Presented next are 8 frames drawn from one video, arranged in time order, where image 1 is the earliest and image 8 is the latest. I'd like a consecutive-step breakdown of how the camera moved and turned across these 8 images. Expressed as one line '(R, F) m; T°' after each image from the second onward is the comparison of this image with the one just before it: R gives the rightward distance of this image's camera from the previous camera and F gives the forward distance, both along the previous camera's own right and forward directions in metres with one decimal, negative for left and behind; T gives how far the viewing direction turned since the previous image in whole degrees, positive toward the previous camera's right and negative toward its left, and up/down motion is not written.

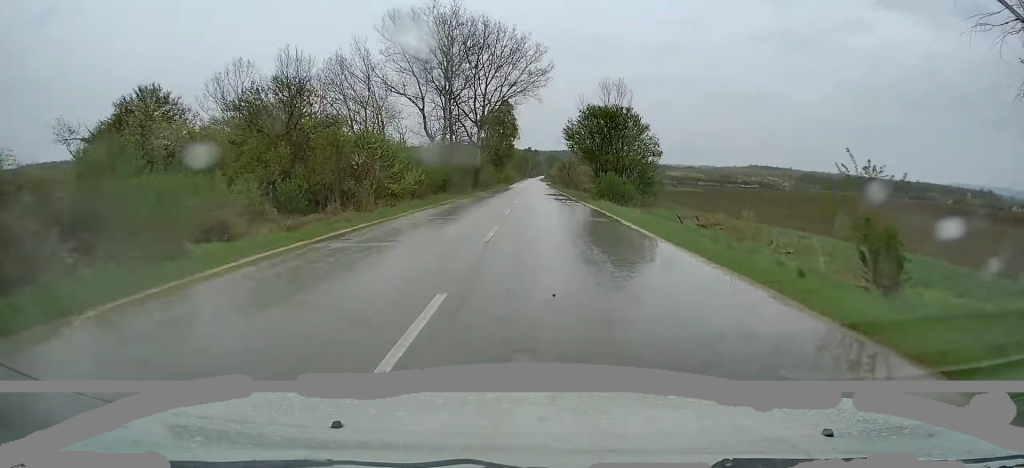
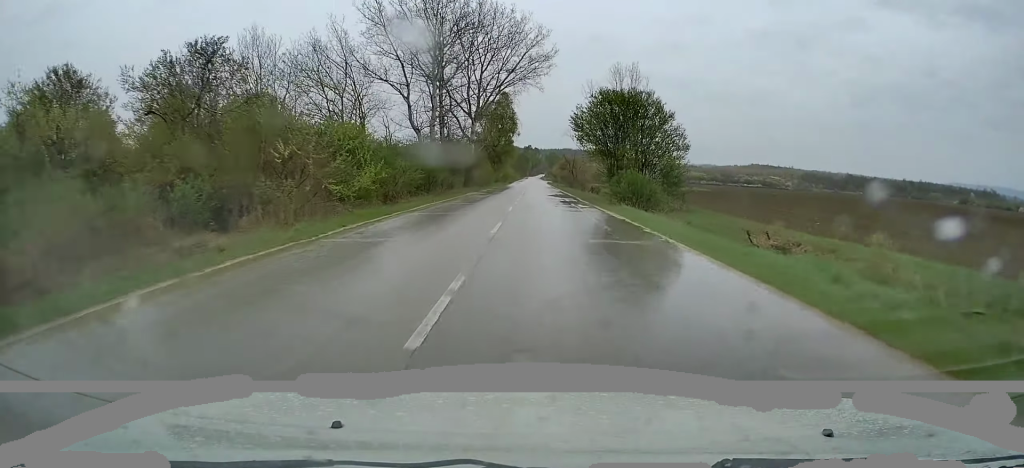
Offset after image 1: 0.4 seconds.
(0.0, +7.9) m; +1°
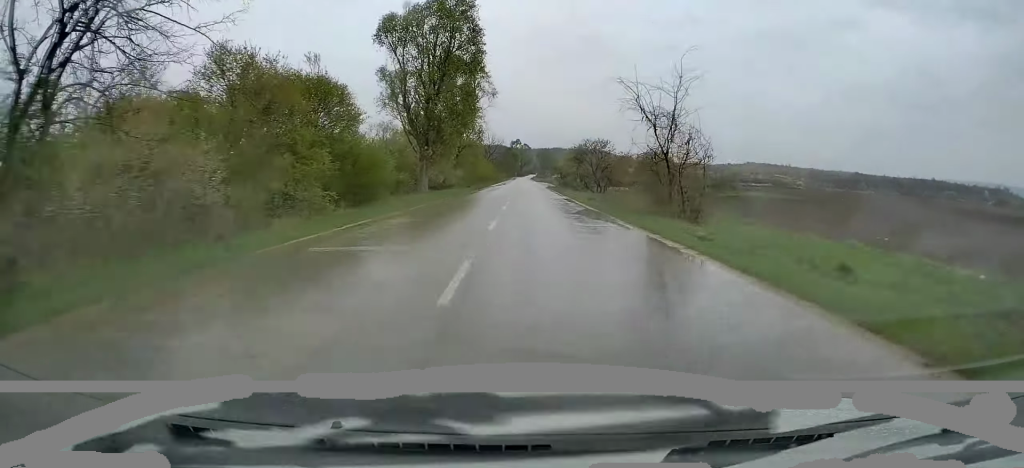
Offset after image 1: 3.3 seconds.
(+0.3, +60.8) m; +1°
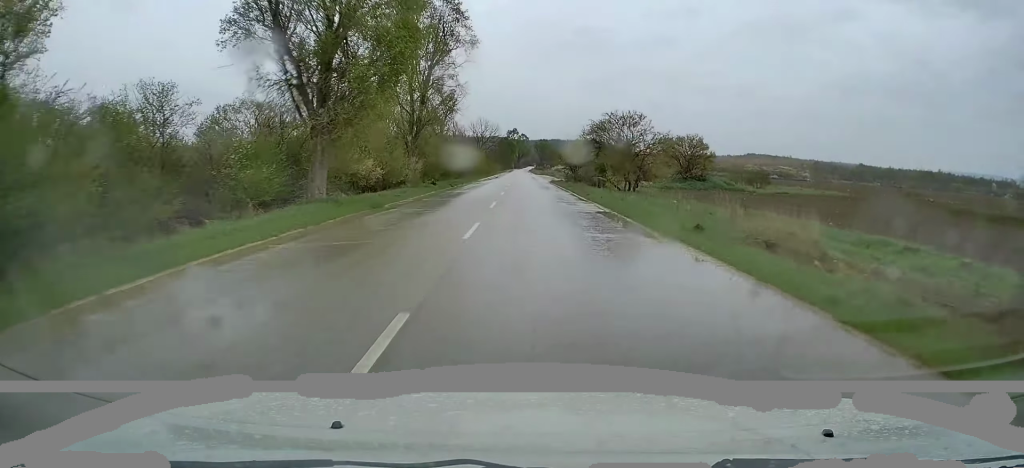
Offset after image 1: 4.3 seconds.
(-0.1, +21.6) m; 0°
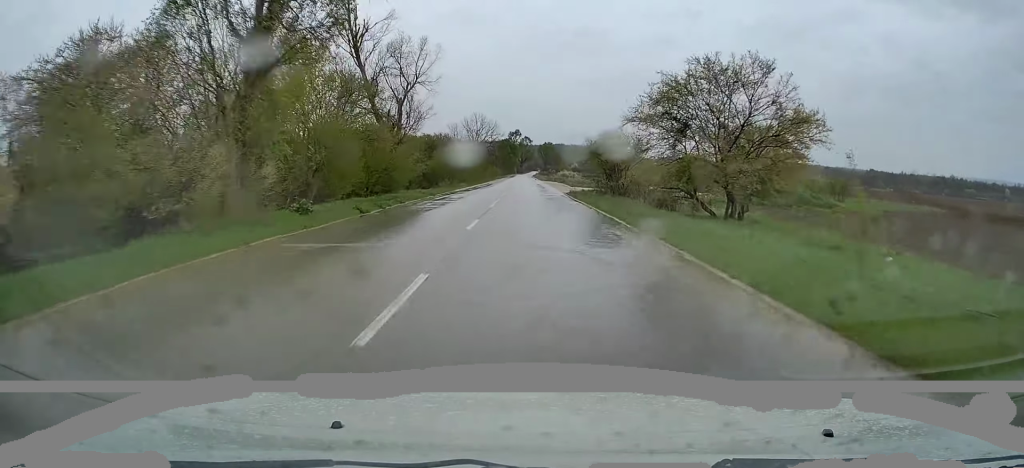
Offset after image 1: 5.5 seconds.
(-0.1, +25.0) m; 0°
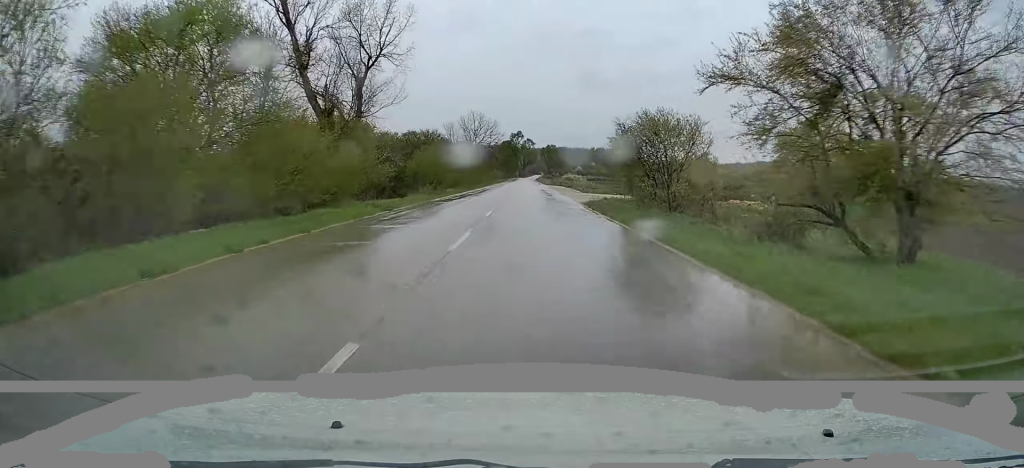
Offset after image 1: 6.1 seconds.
(0.0, +11.9) m; 0°
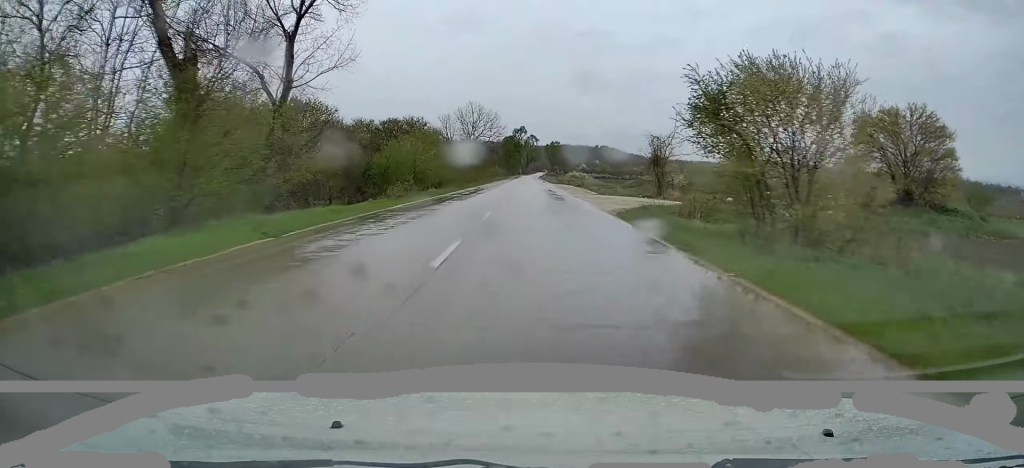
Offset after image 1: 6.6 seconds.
(0.0, +11.2) m; -1°
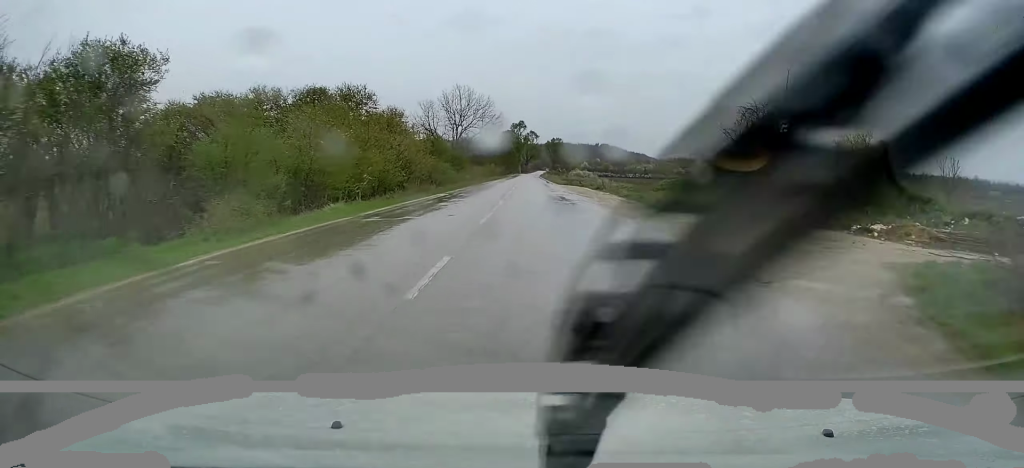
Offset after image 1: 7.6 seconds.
(-0.2, +20.1) m; 0°
